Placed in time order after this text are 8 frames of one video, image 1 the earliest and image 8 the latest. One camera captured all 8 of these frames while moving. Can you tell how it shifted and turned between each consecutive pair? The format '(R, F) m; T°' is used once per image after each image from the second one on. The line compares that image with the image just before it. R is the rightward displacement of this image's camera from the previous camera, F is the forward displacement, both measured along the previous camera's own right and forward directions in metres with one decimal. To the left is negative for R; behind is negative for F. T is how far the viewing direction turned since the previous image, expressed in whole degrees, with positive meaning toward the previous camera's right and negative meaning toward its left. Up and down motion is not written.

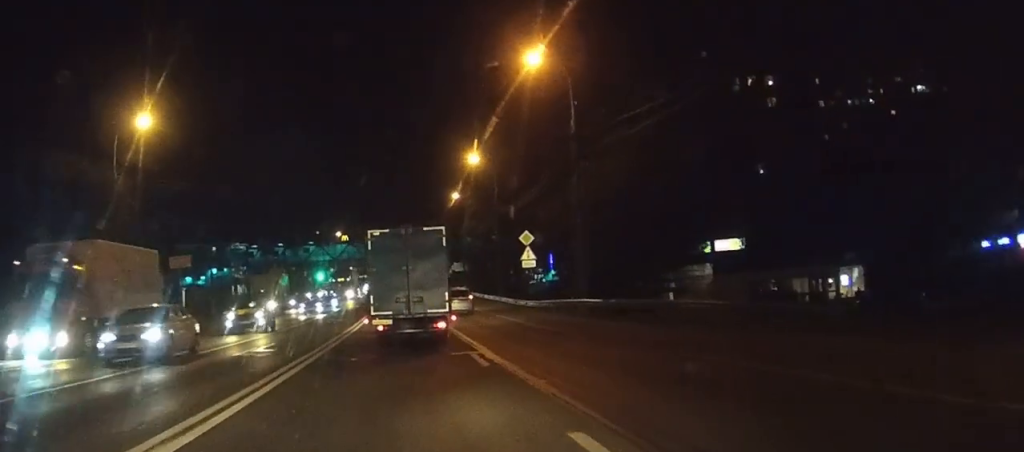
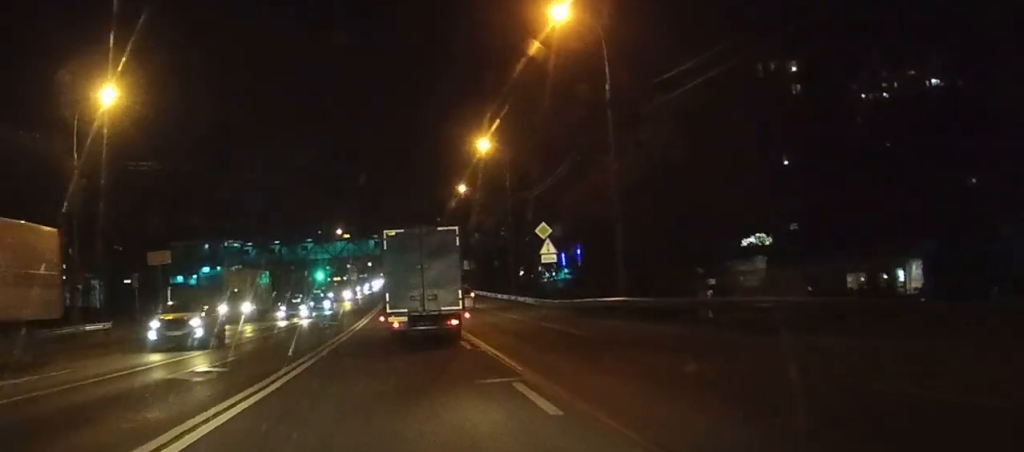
(0.0, +7.1) m; 0°
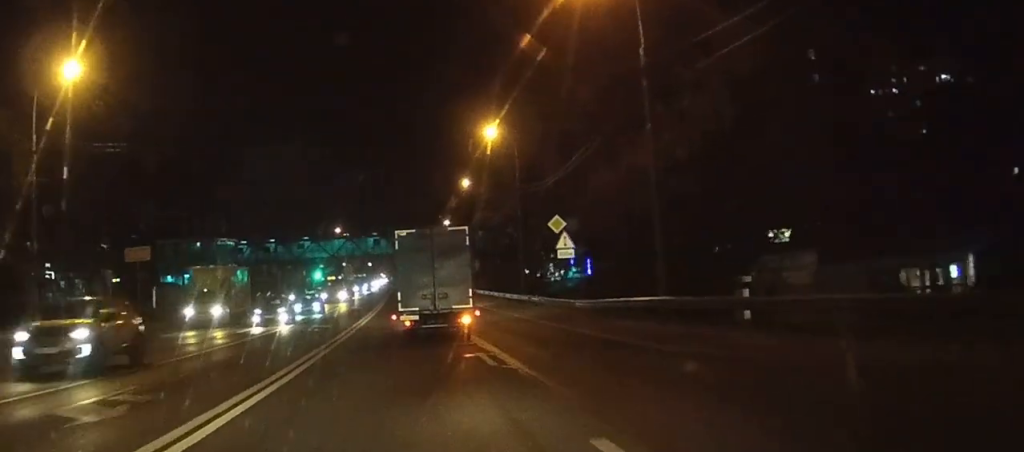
(0.0, +5.4) m; 0°
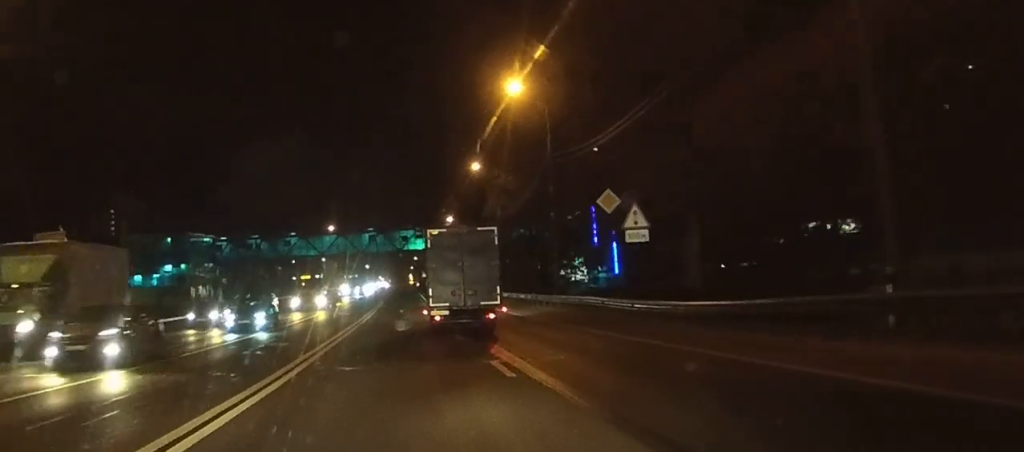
(-0.1, +14.7) m; 0°
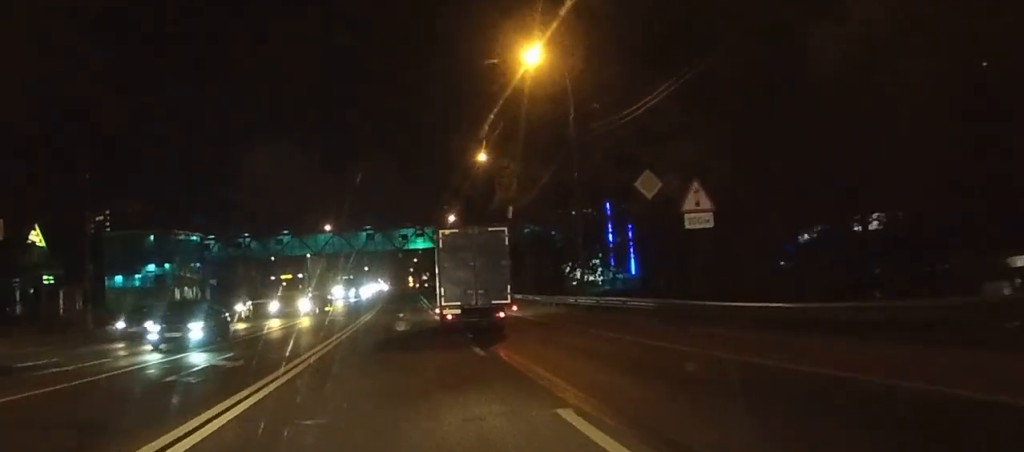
(0.0, +7.1) m; 0°
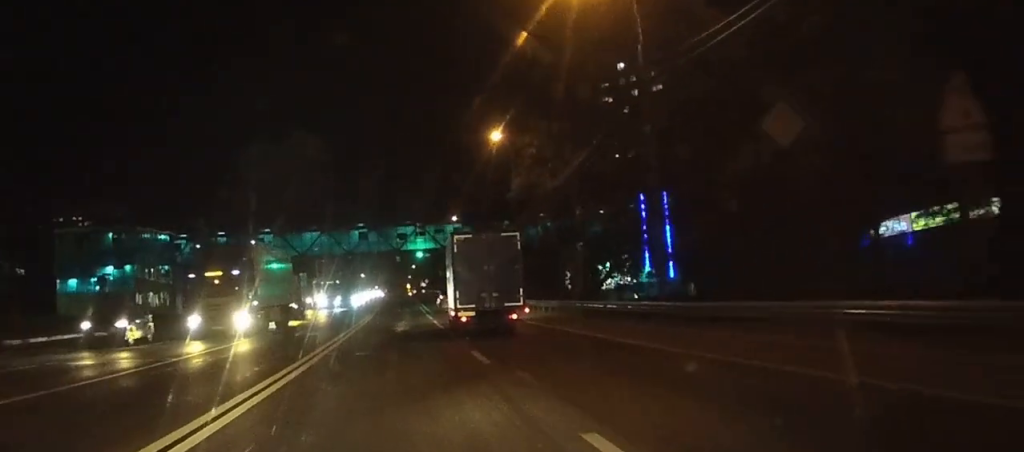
(0.0, +13.5) m; 0°
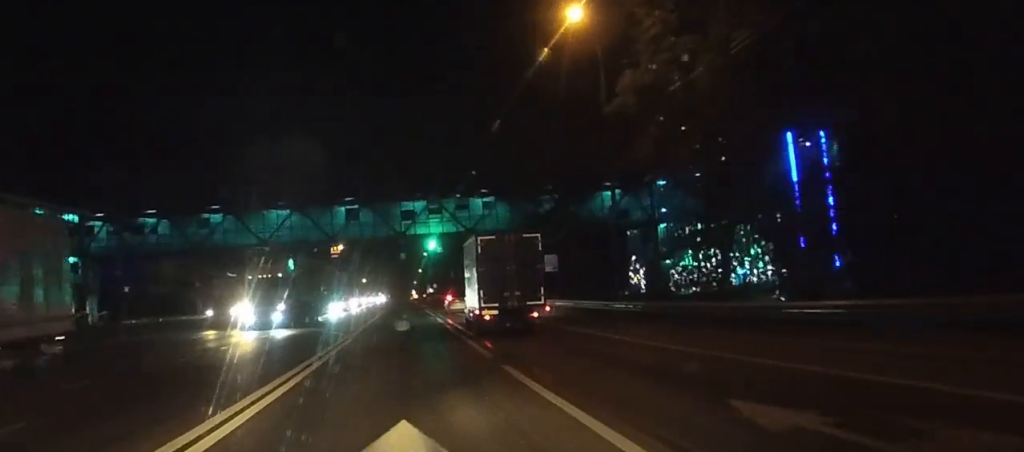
(+0.5, +29.0) m; +2°
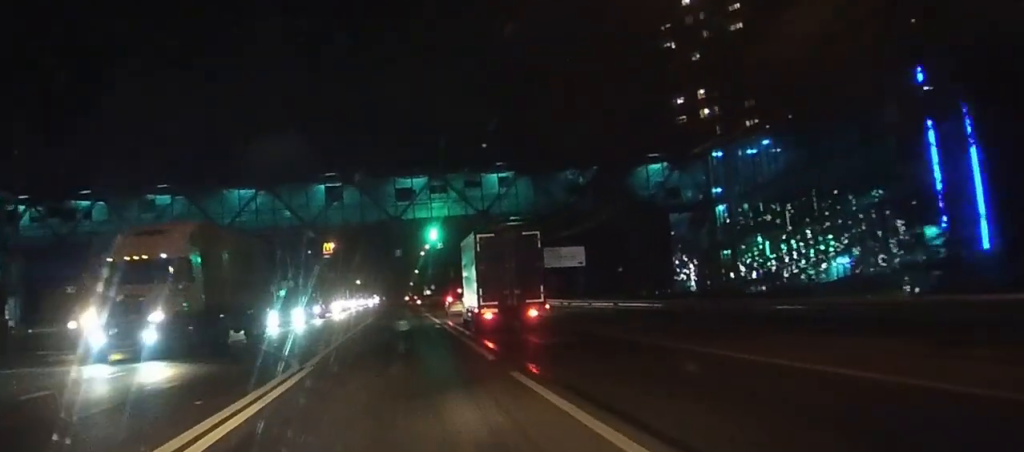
(-0.1, +13.7) m; -1°
